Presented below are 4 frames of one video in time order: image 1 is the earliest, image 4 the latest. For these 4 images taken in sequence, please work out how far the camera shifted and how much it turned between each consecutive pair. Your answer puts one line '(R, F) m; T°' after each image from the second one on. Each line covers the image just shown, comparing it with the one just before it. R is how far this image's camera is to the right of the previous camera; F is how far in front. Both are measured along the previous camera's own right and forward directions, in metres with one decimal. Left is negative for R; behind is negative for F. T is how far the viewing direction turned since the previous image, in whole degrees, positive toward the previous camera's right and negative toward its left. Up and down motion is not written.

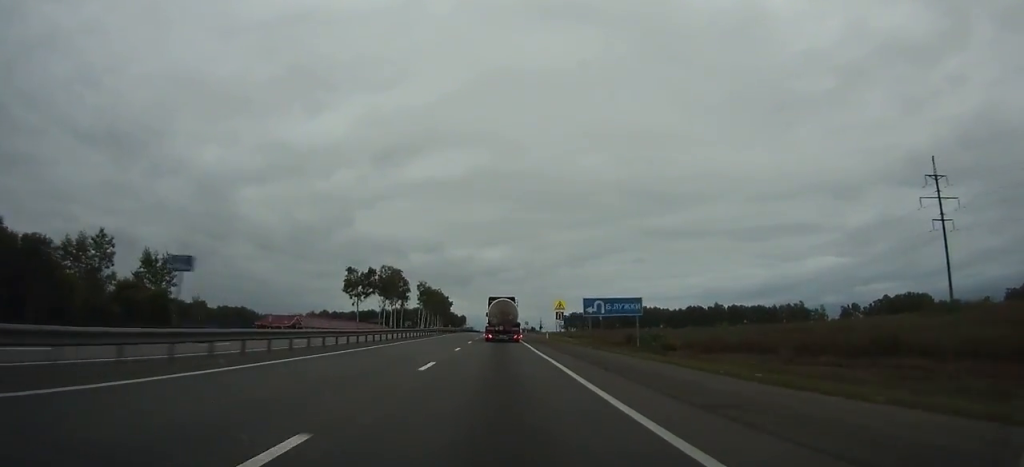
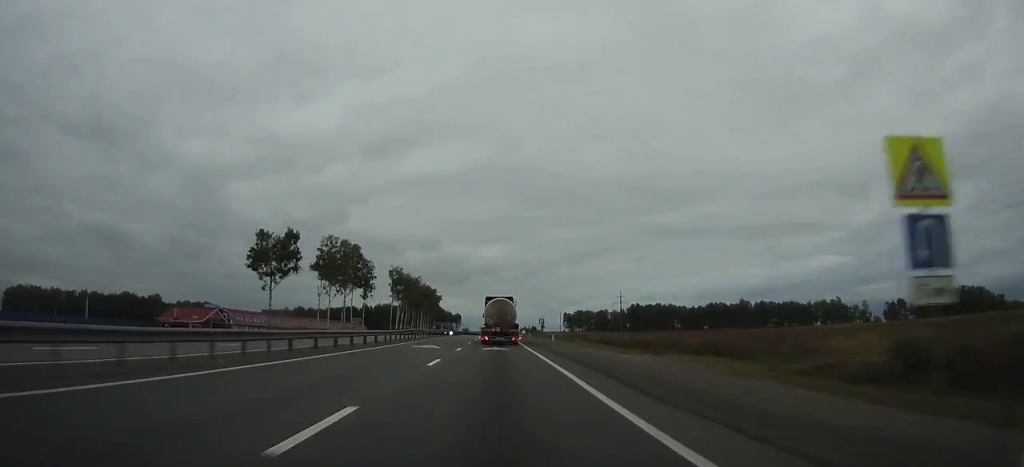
(0.0, +57.9) m; 0°
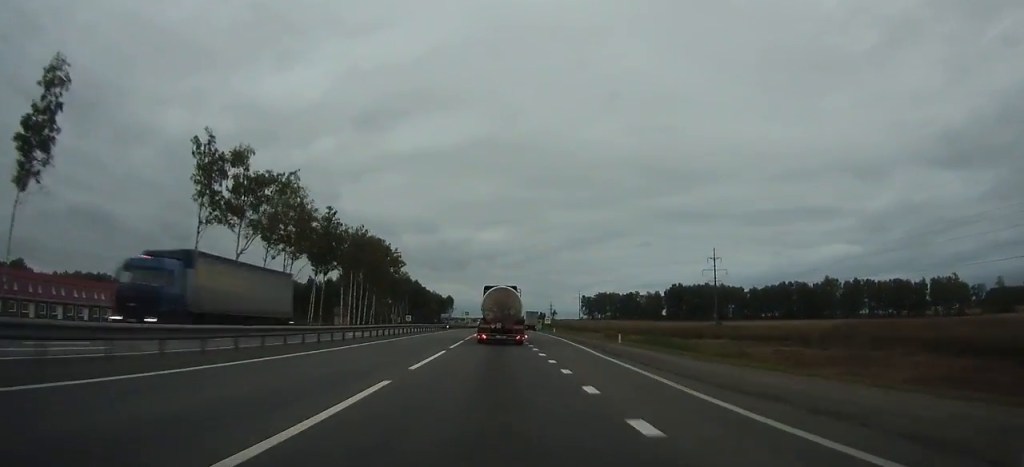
(-0.3, +118.6) m; -1°
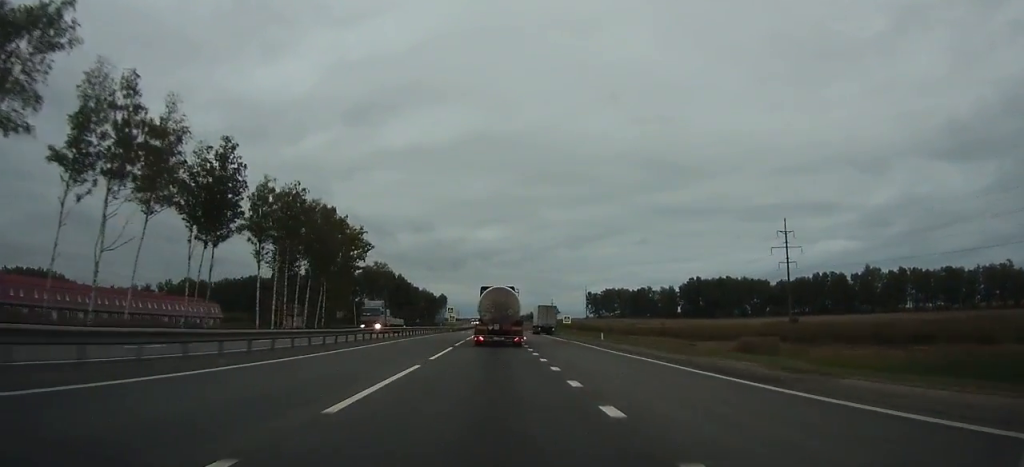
(-0.2, +42.7) m; 0°
